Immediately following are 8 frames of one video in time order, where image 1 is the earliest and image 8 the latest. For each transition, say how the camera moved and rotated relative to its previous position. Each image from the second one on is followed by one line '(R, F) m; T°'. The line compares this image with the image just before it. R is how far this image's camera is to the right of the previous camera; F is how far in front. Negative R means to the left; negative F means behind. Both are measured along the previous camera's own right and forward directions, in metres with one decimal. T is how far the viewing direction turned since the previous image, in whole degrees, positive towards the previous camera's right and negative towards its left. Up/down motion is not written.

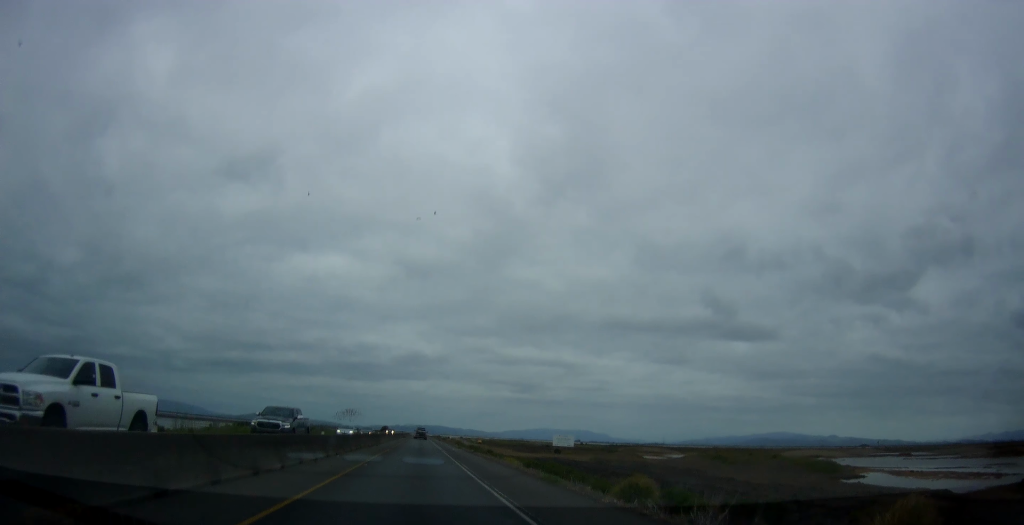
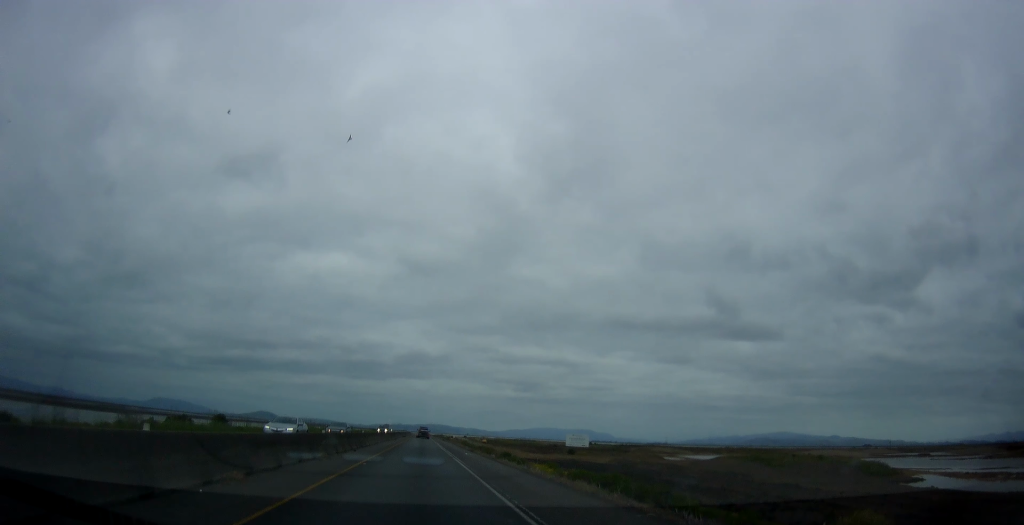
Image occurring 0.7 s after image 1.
(0.0, +15.0) m; 0°
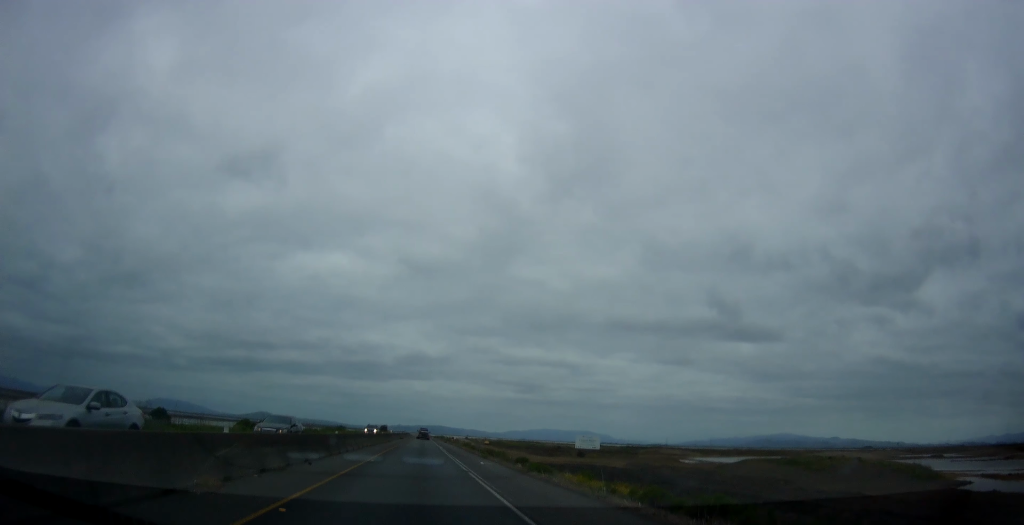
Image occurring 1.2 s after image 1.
(+0.1, +11.3) m; -1°
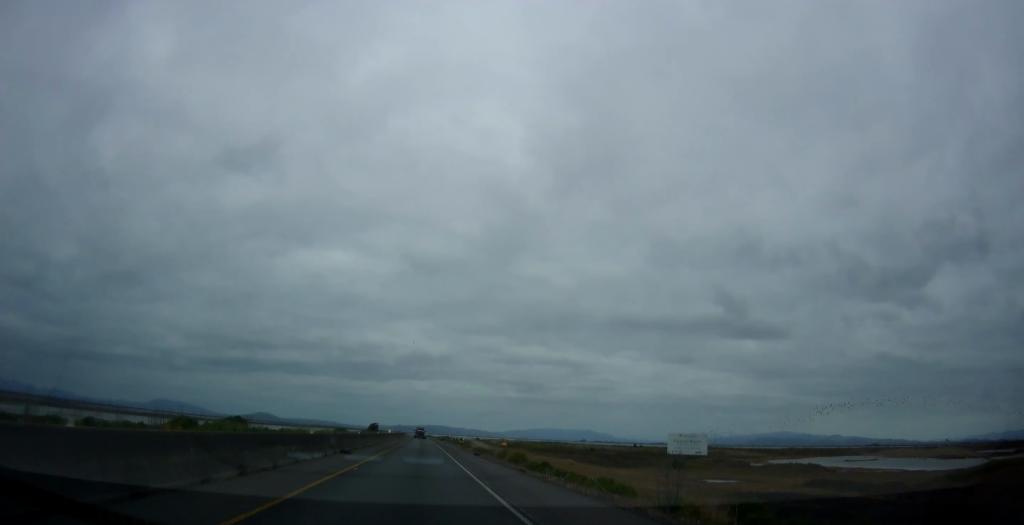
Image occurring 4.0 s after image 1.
(-0.3, +64.3) m; 0°
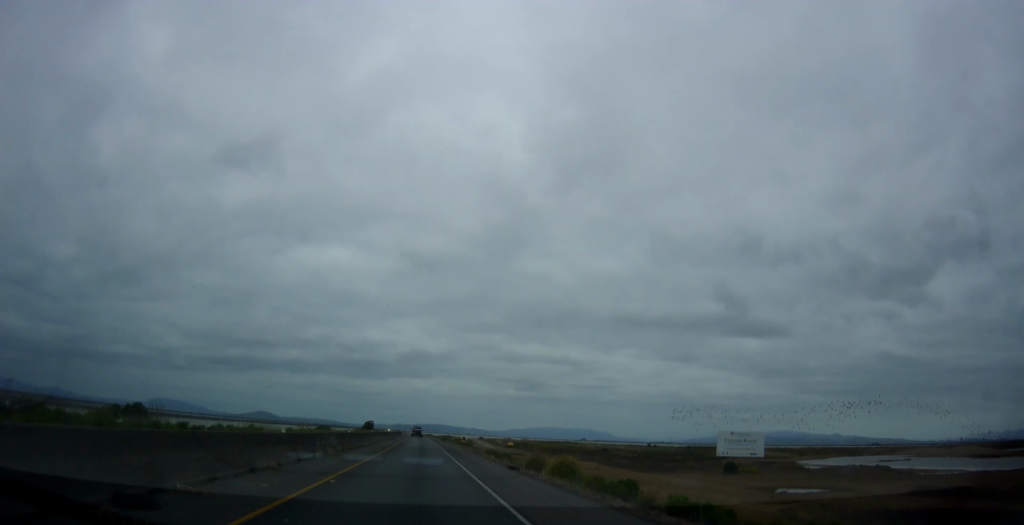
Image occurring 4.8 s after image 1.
(+0.2, +19.1) m; 0°
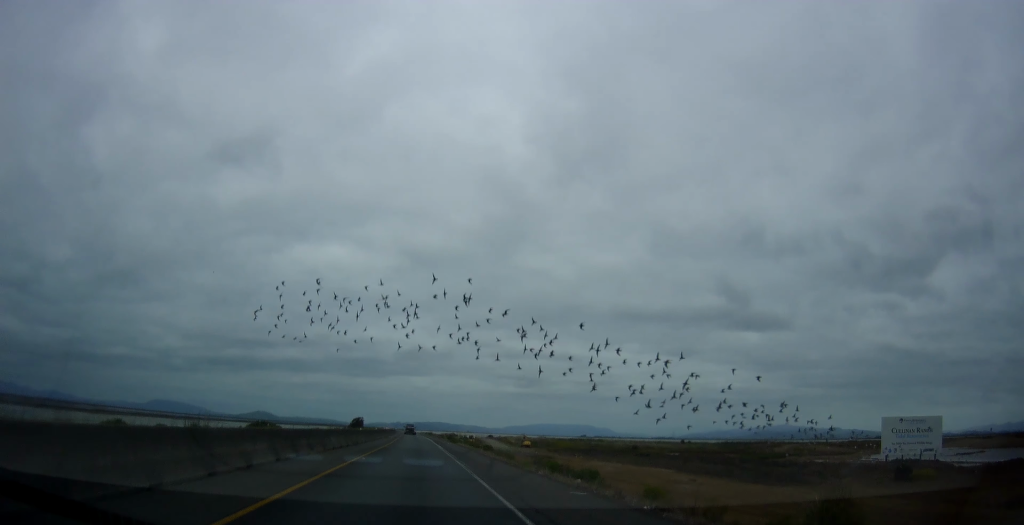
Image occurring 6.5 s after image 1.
(-0.4, +36.7) m; -1°
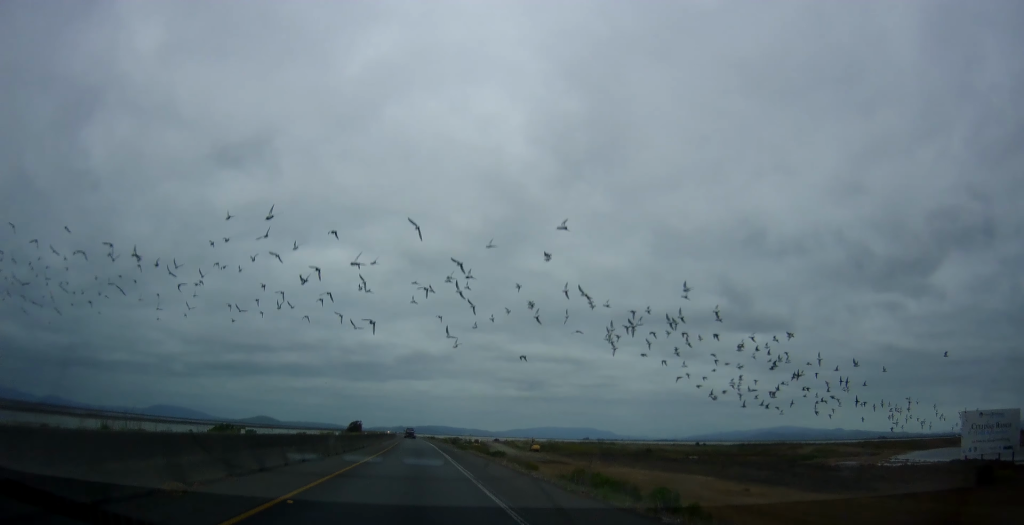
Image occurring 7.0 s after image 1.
(-0.1, +11.7) m; +1°
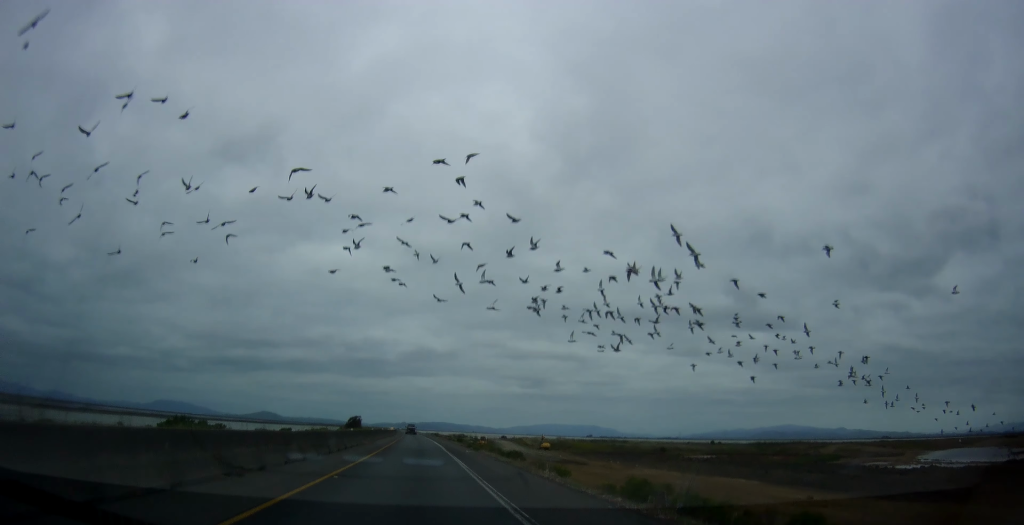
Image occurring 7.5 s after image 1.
(+0.2, +10.1) m; 0°
